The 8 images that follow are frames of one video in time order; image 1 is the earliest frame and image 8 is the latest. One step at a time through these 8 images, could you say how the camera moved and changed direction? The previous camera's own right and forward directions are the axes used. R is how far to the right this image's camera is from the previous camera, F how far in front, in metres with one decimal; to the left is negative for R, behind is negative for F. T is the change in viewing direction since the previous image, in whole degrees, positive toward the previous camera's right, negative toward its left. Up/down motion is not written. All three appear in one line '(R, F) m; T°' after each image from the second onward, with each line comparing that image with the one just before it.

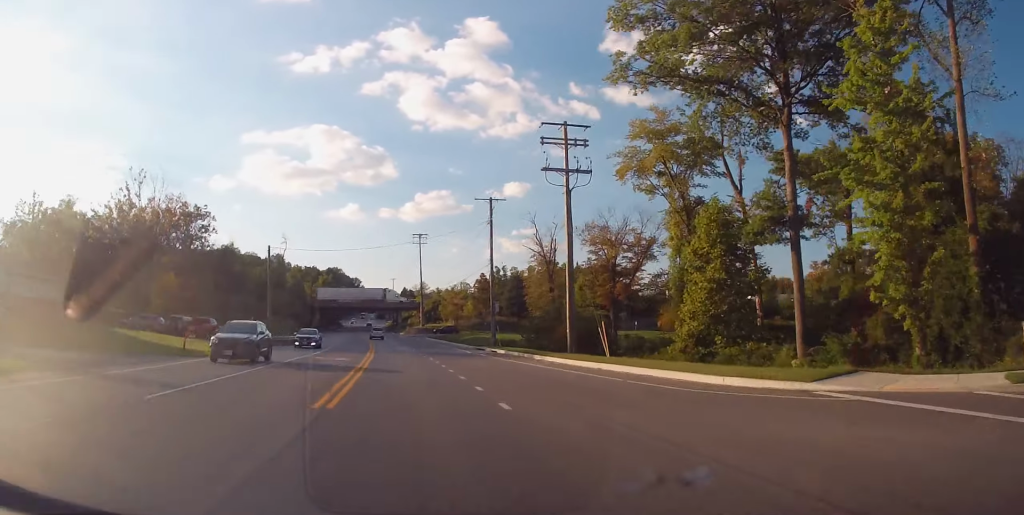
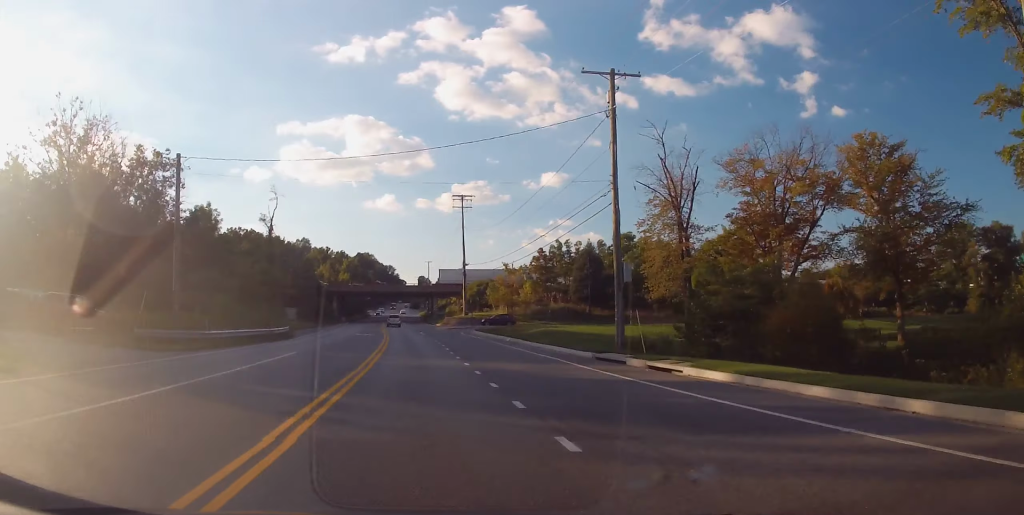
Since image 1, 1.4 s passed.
(-0.9, +29.9) m; -3°
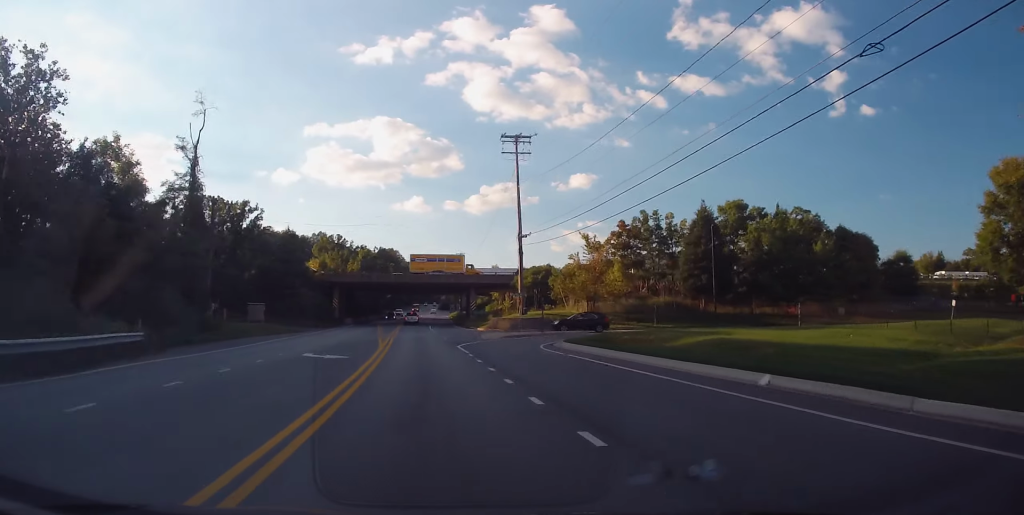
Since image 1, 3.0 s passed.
(-0.5, +32.8) m; -1°
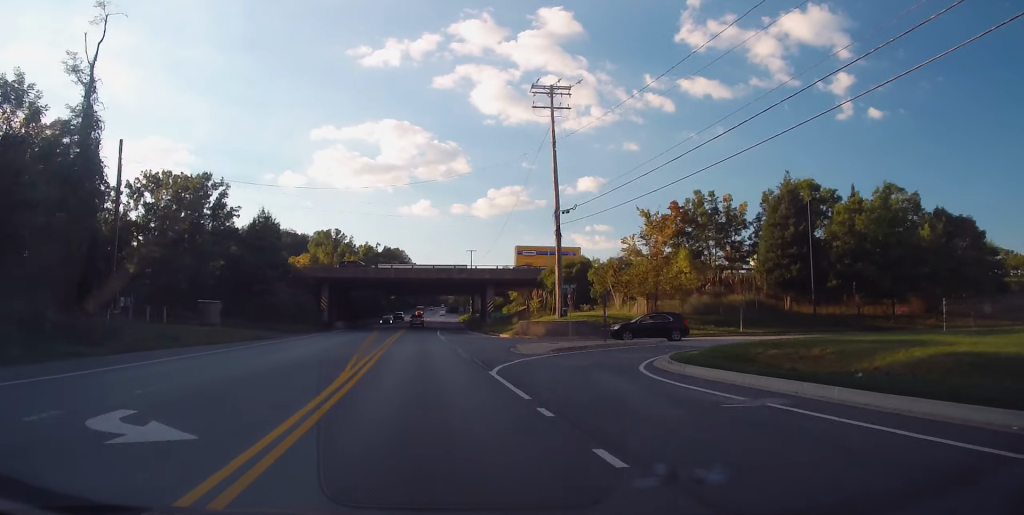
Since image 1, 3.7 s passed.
(-0.1, +15.4) m; -2°
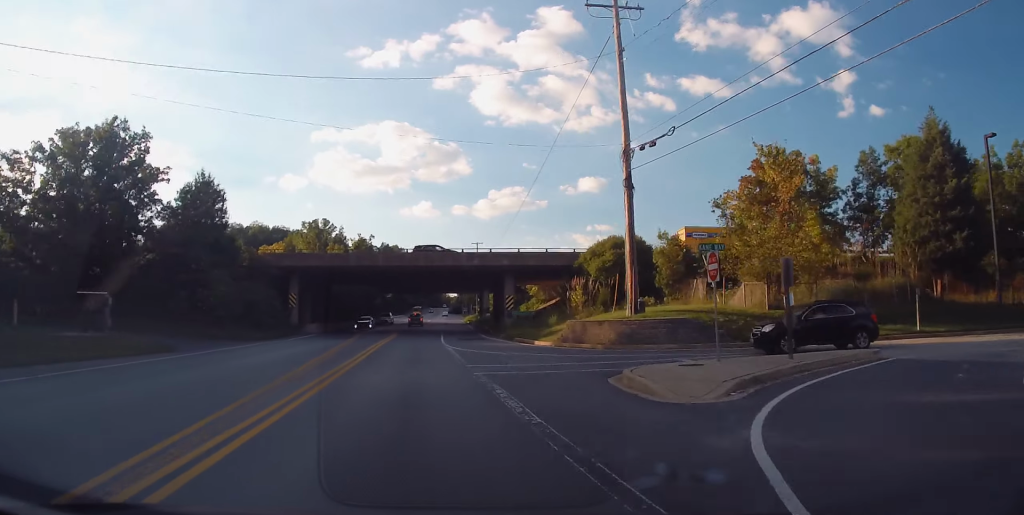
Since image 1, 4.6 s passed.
(-0.3, +17.6) m; -1°
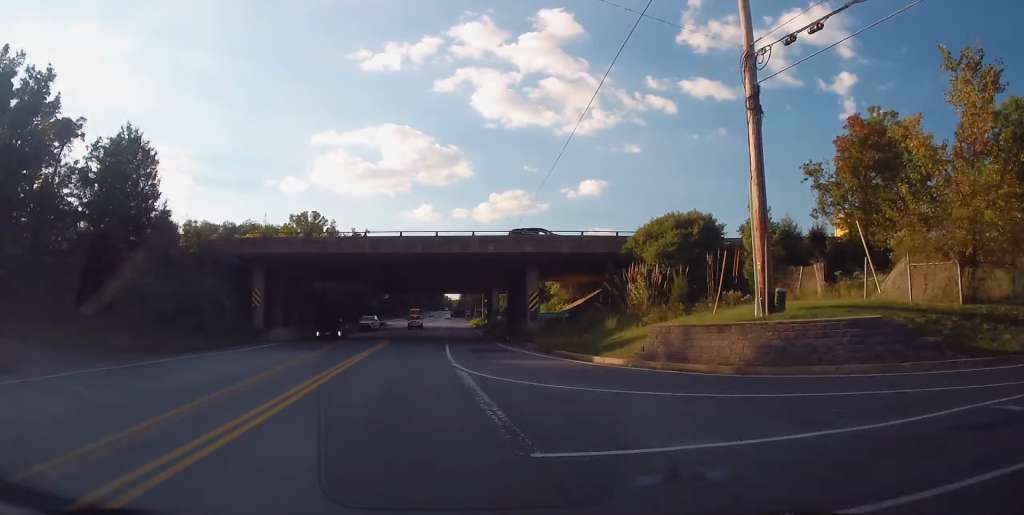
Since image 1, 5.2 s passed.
(-0.4, +12.7) m; 0°
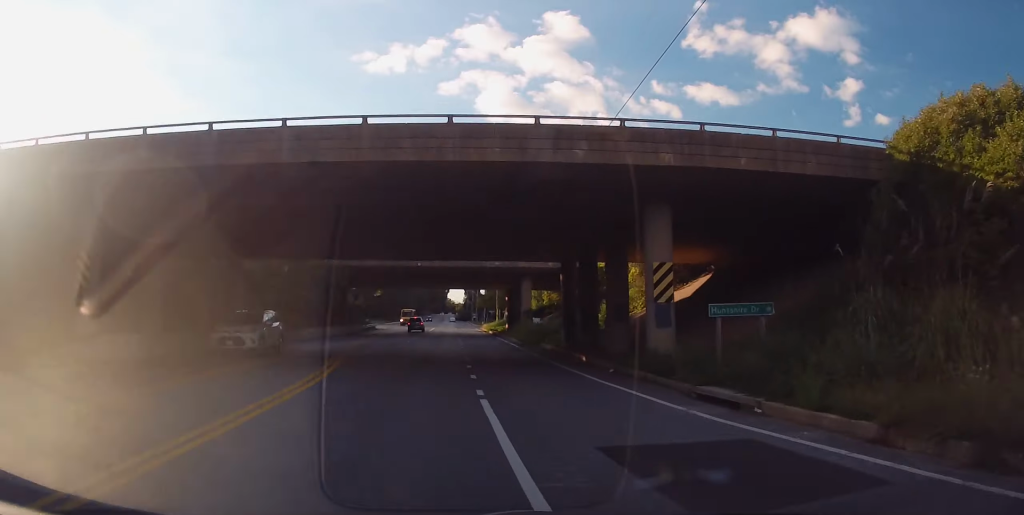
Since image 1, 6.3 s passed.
(+0.8, +24.9) m; +1°
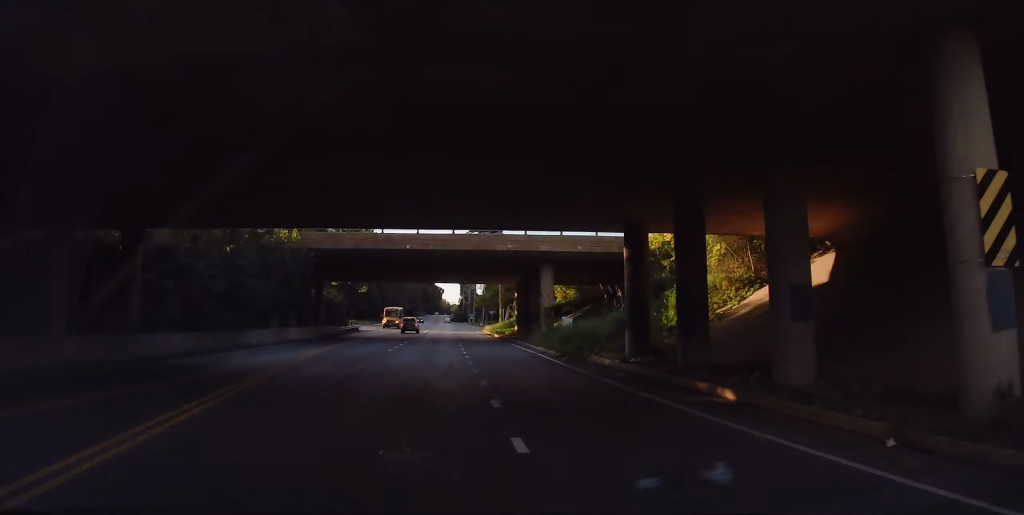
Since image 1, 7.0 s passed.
(-0.1, +13.6) m; 0°
